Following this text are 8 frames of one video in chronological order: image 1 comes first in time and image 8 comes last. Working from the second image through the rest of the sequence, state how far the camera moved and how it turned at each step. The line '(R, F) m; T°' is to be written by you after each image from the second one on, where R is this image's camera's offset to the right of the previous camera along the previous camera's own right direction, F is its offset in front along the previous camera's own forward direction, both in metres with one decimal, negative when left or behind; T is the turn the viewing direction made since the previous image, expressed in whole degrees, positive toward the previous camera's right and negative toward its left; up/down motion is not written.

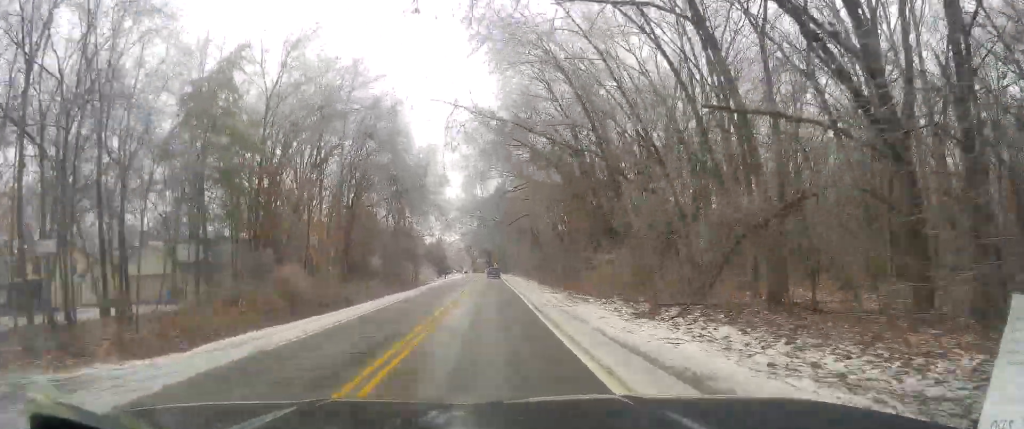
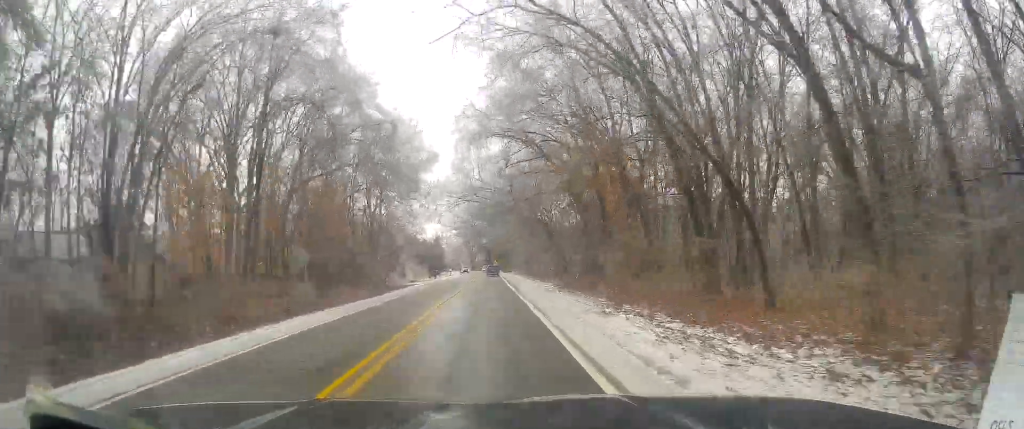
(-0.5, +18.1) m; -1°
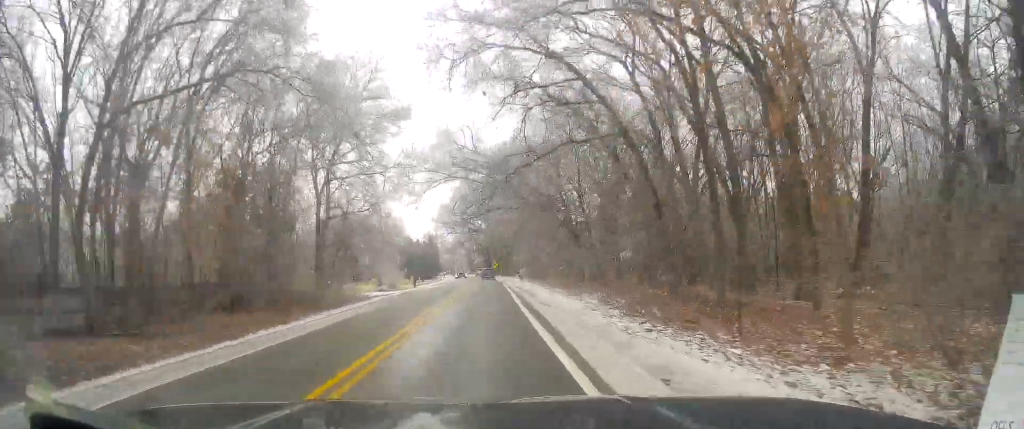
(0.0, +21.9) m; 0°
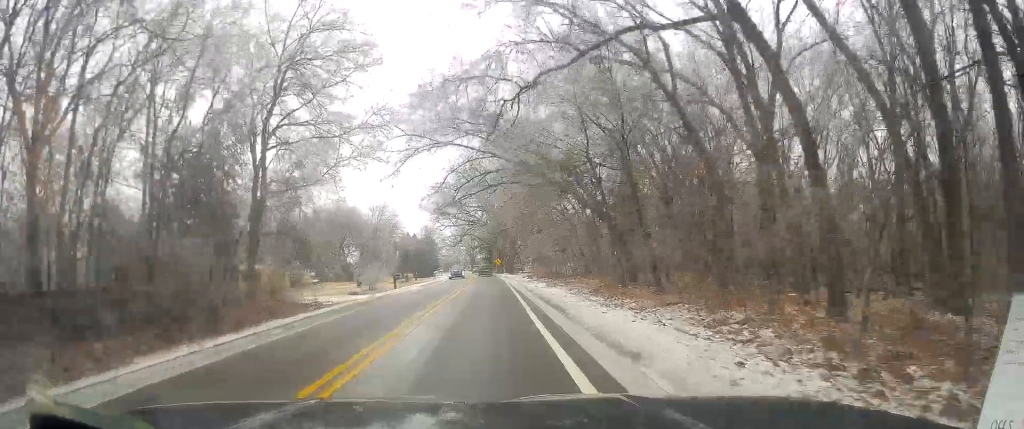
(+0.1, +14.3) m; 0°
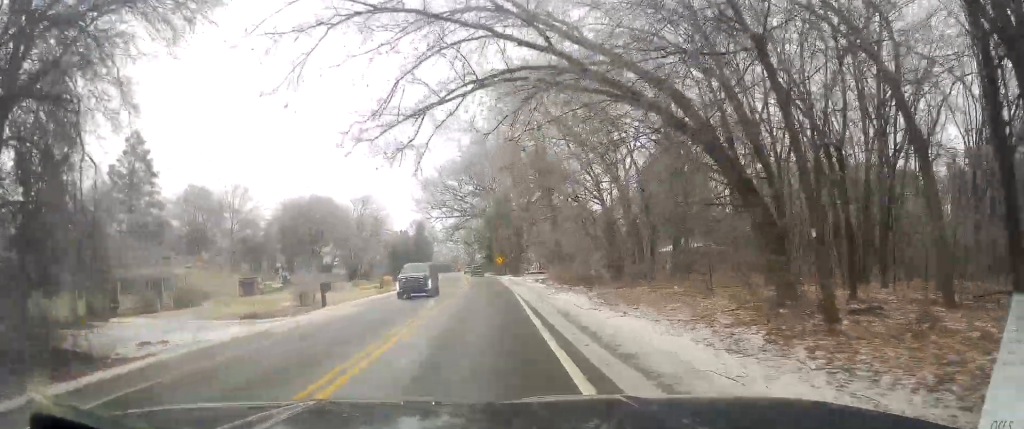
(0.0, +22.5) m; 0°
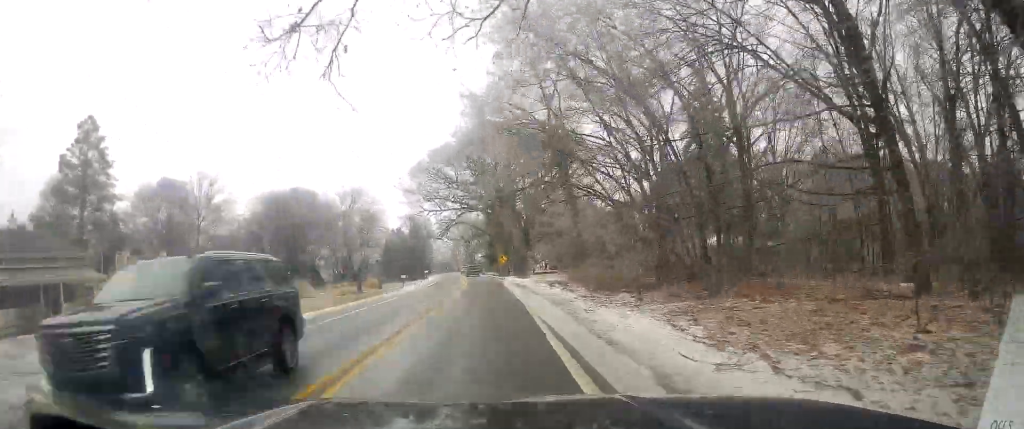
(+0.1, +13.5) m; -1°
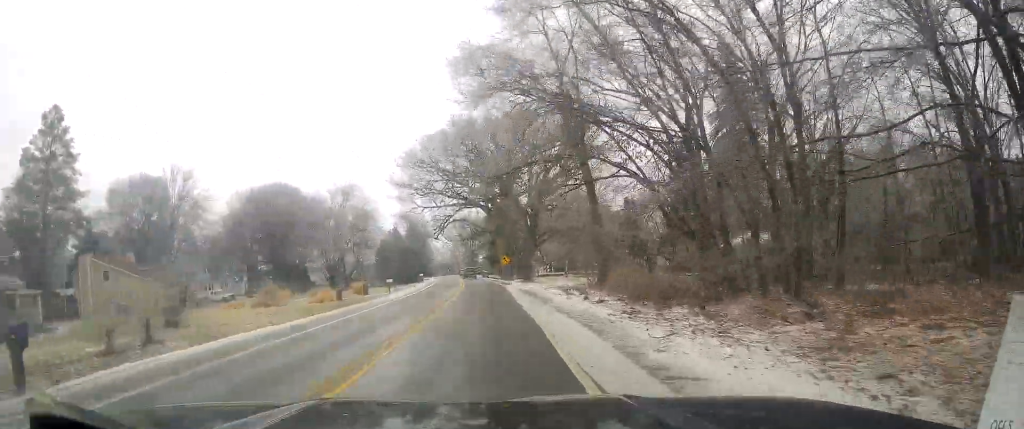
(-0.1, +9.0) m; 0°
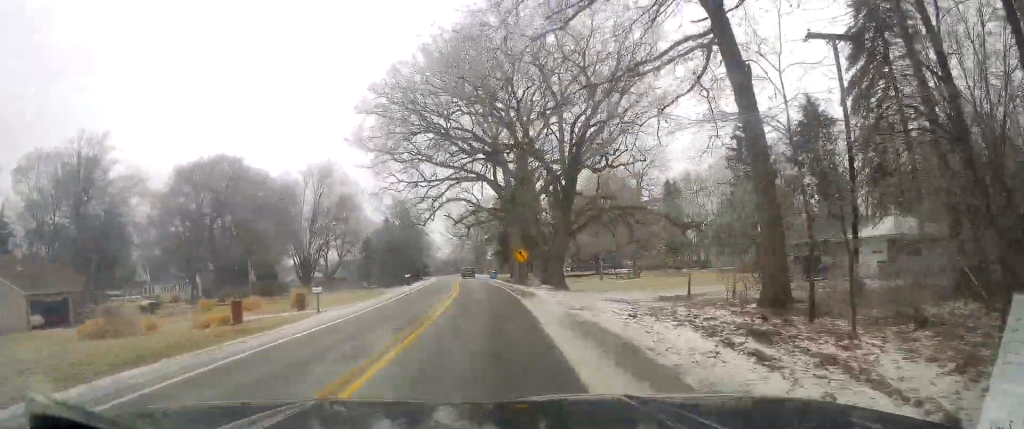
(0.0, +23.9) m; +1°
